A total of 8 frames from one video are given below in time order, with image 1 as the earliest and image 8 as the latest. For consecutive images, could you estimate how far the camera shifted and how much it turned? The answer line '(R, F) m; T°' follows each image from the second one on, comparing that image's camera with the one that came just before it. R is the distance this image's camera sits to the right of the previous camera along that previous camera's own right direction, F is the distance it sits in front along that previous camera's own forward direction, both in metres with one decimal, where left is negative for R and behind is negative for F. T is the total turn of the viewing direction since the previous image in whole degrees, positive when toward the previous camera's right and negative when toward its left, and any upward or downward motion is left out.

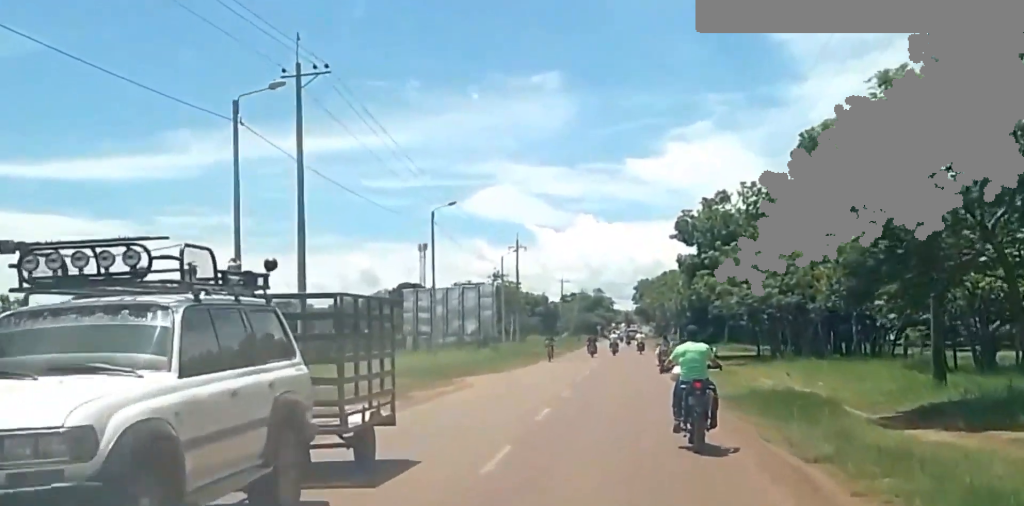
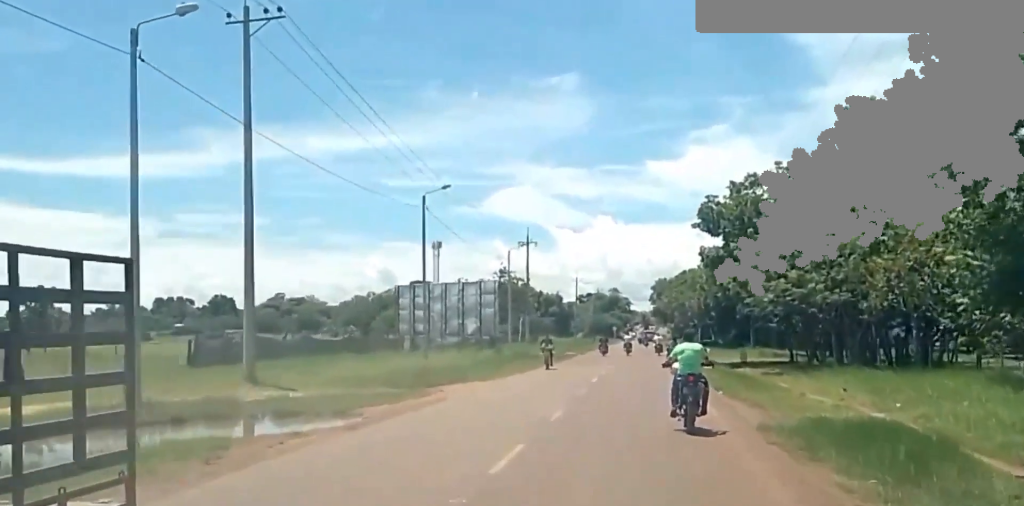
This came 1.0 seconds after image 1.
(-0.3, +6.6) m; -1°
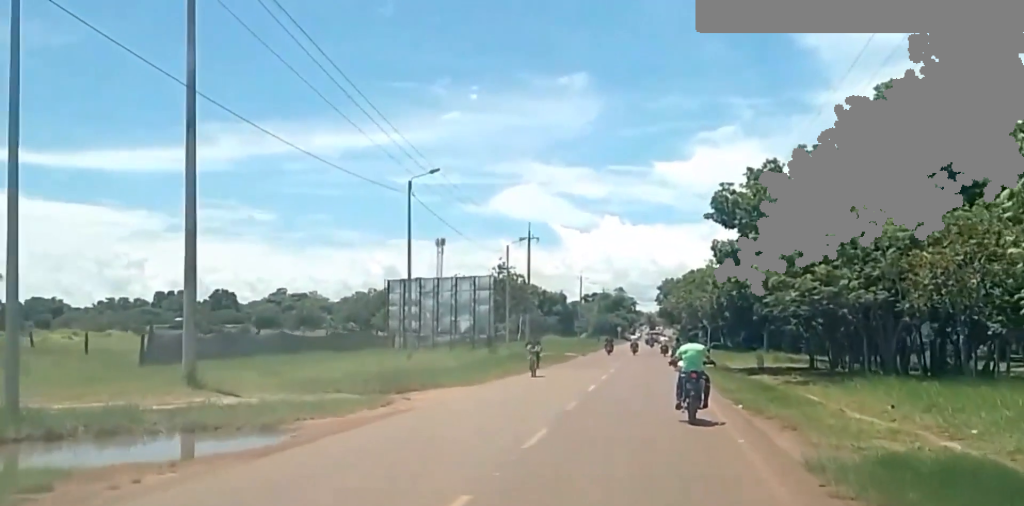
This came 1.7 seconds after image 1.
(+0.1, +4.3) m; +2°
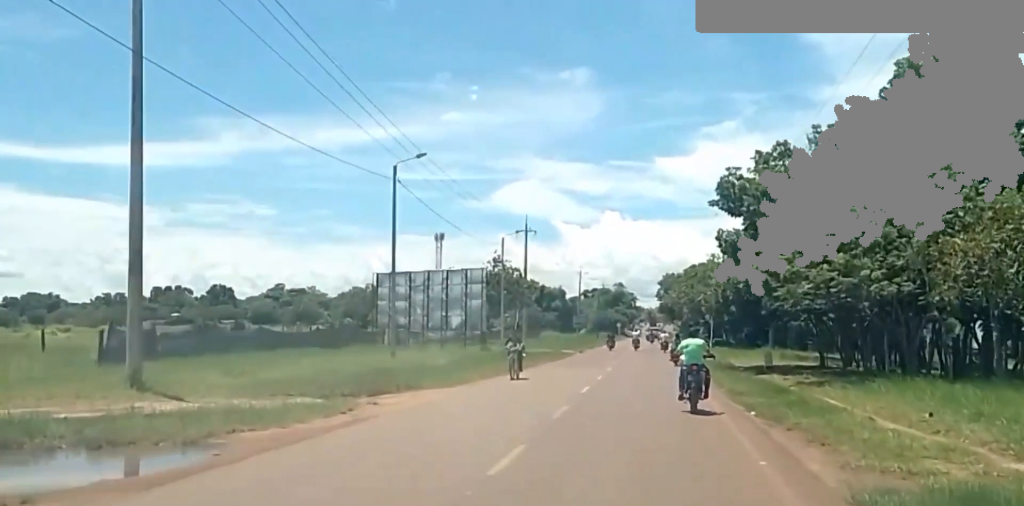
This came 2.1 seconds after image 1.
(0.0, +3.0) m; 0°
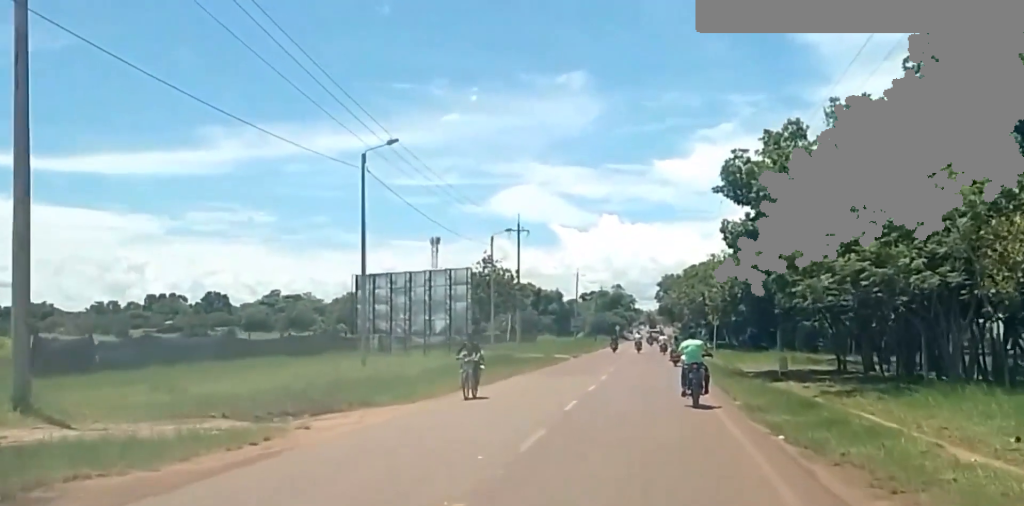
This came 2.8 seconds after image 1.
(0.0, +4.5) m; 0°
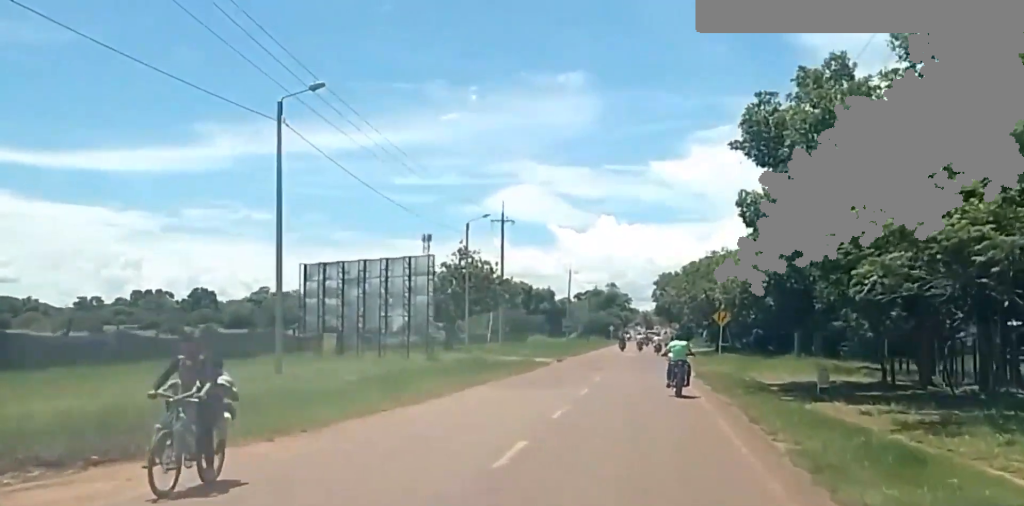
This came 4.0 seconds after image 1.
(-0.2, +9.1) m; -3°
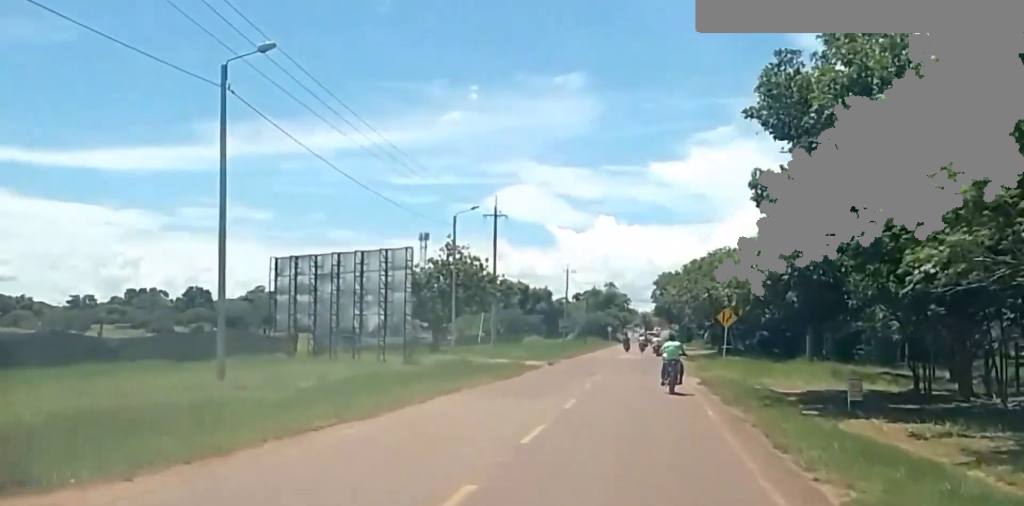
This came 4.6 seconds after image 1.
(-0.1, +4.2) m; -1°
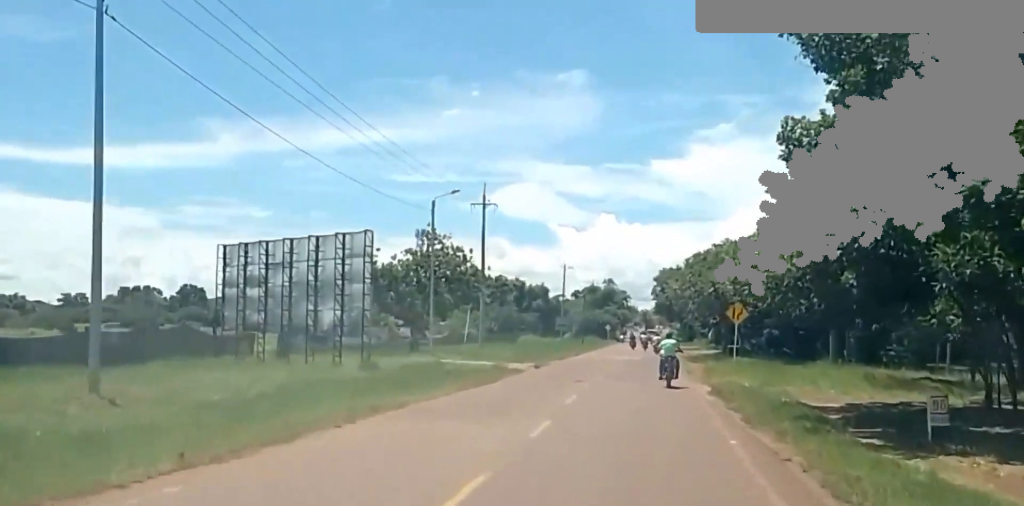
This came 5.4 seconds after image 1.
(-0.1, +6.5) m; -1°
